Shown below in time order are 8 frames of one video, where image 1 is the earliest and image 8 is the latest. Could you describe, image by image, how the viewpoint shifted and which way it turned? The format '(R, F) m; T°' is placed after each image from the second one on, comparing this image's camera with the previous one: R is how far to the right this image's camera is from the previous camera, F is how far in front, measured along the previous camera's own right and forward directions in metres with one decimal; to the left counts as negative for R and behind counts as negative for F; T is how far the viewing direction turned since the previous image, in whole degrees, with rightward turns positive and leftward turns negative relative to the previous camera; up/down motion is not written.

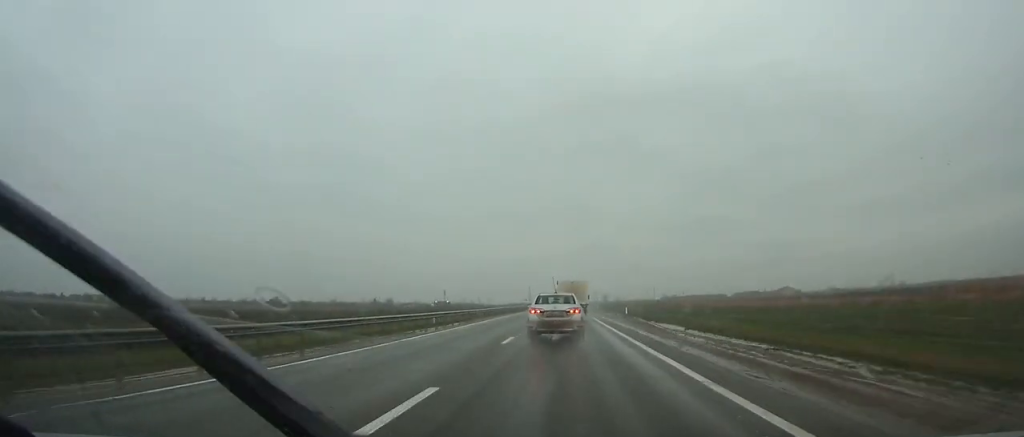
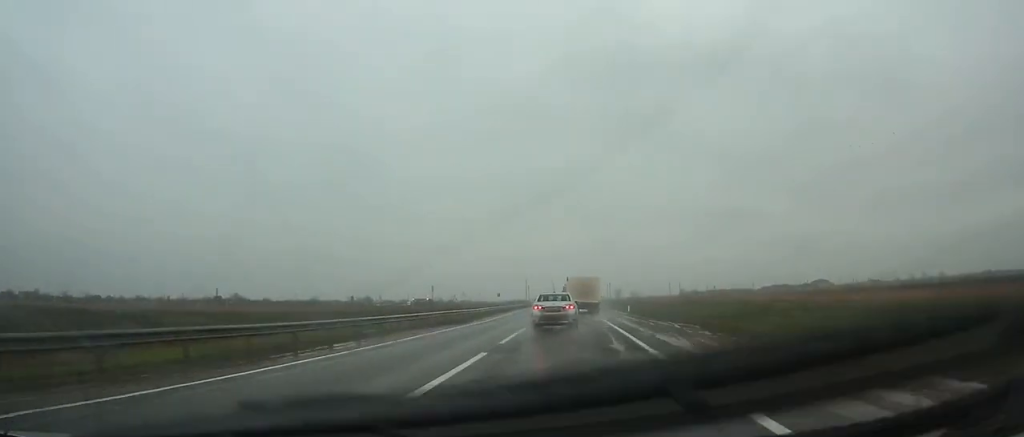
(-0.5, +94.4) m; 0°
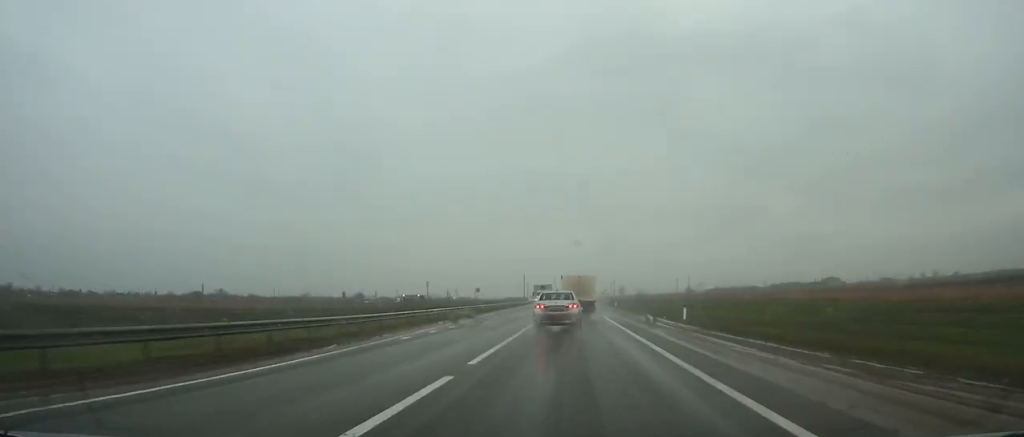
(0.0, +27.9) m; 0°
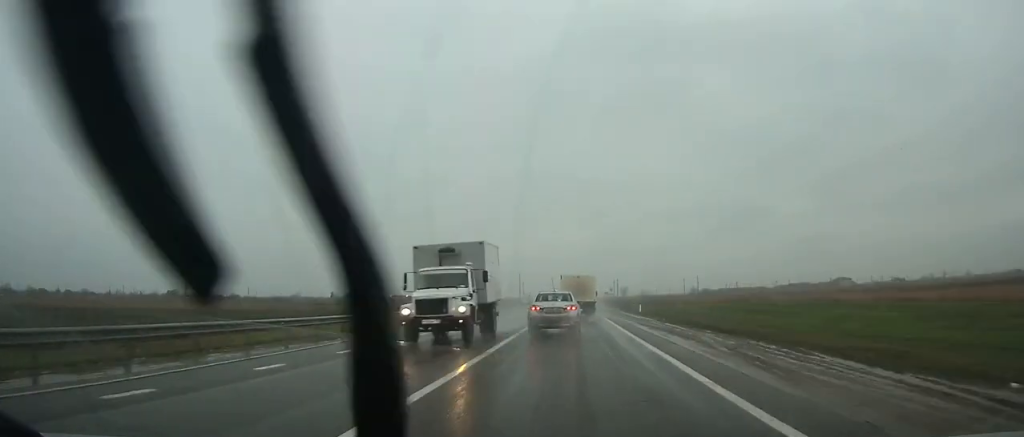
(0.0, +27.9) m; 0°
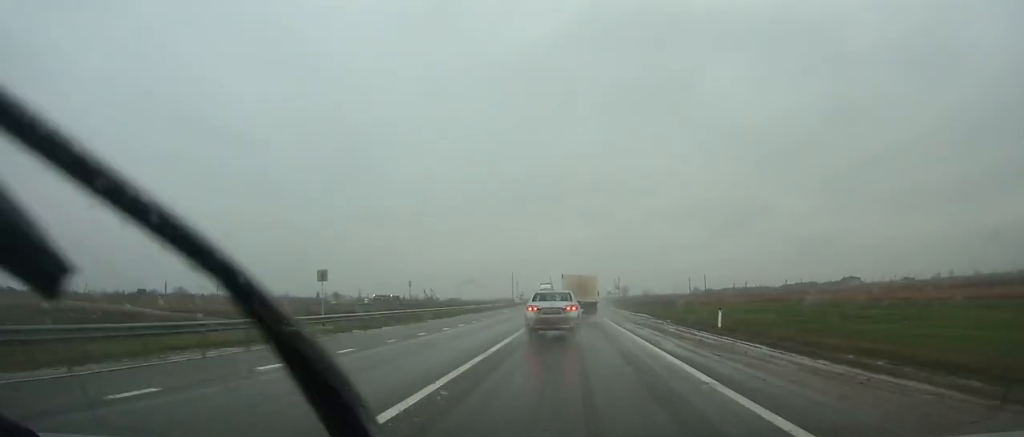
(0.0, +27.8) m; 0°
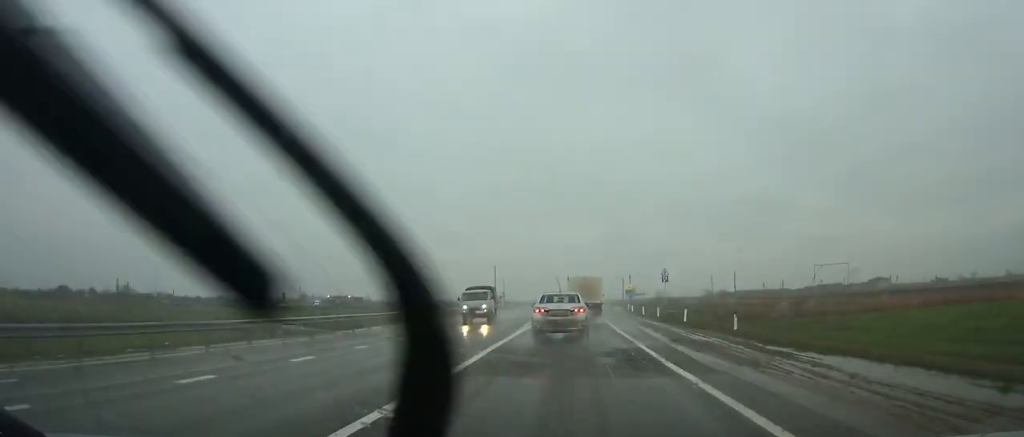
(+0.1, +67.1) m; 0°
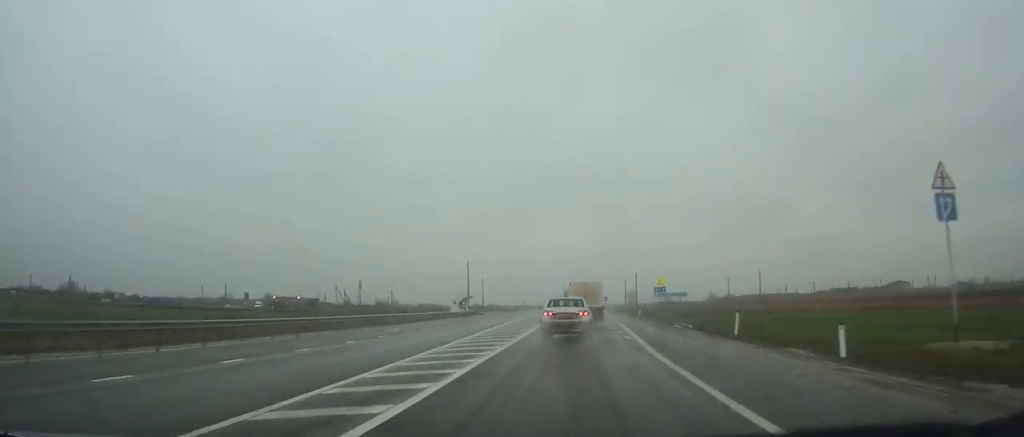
(+0.1, +50.3) m; 0°
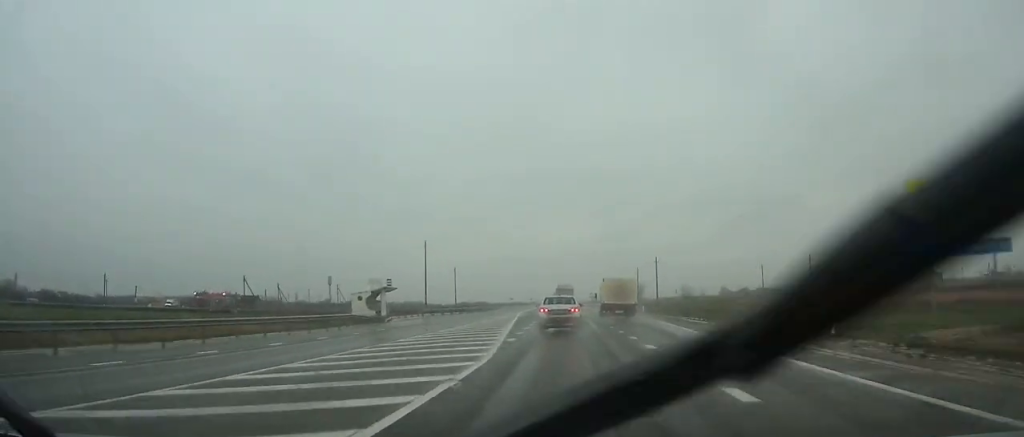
(+0.1, +56.2) m; 0°
